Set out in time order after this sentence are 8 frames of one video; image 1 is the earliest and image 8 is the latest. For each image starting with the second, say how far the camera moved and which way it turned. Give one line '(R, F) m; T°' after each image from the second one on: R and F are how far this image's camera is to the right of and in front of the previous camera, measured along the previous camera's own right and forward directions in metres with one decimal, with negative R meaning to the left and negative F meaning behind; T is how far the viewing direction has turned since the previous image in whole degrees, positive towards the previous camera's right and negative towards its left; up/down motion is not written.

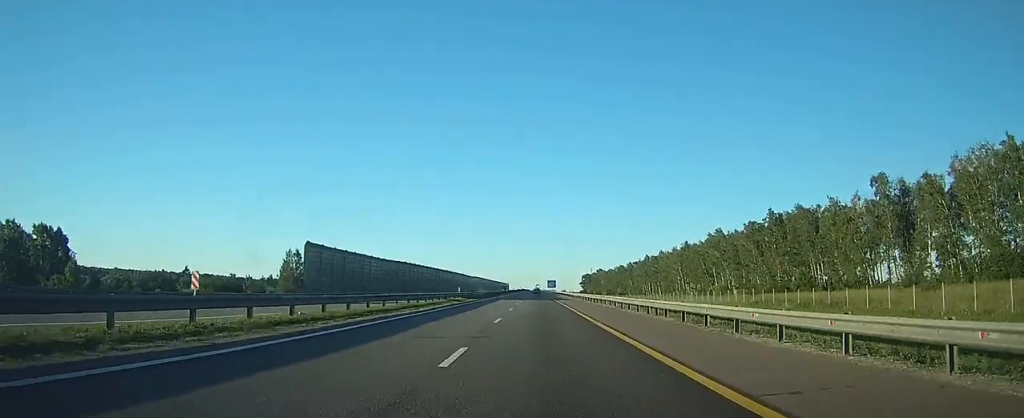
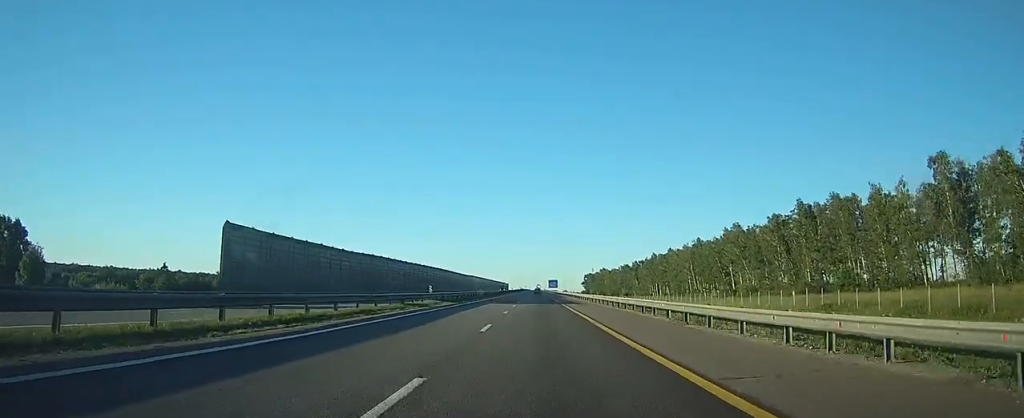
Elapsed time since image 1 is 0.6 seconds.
(+0.1, +16.5) m; 0°
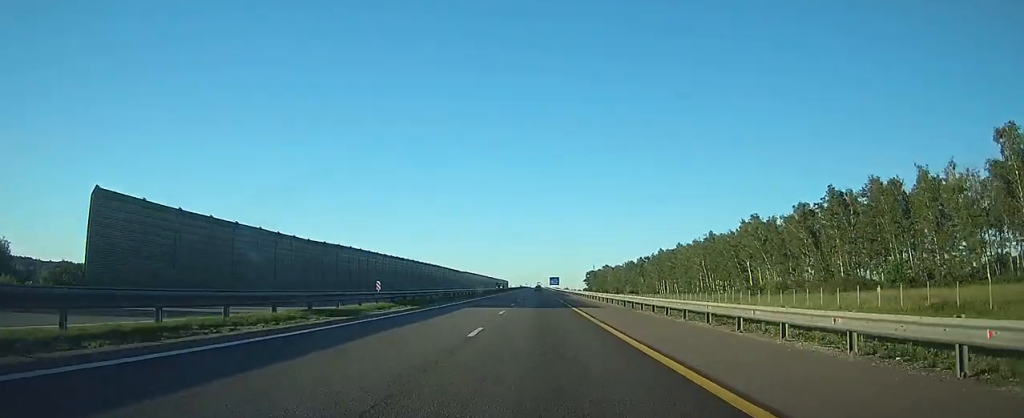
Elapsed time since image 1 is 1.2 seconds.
(0.0, +14.8) m; 0°
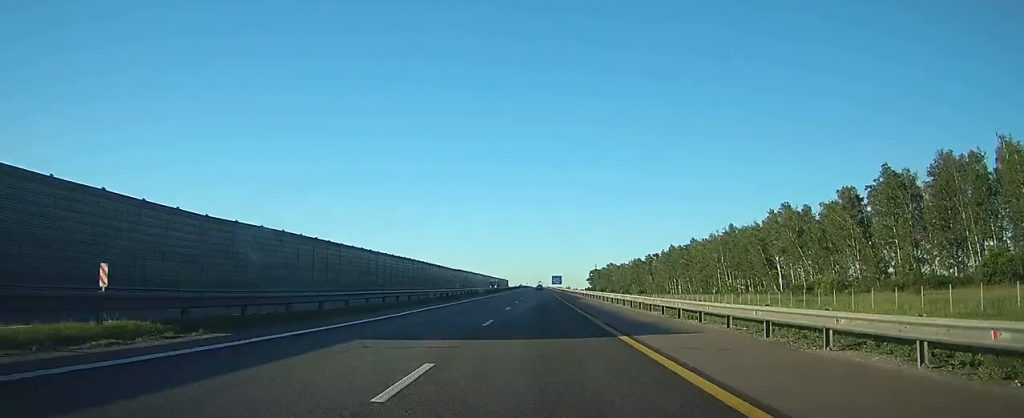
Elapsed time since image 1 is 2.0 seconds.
(0.0, +20.1) m; 0°
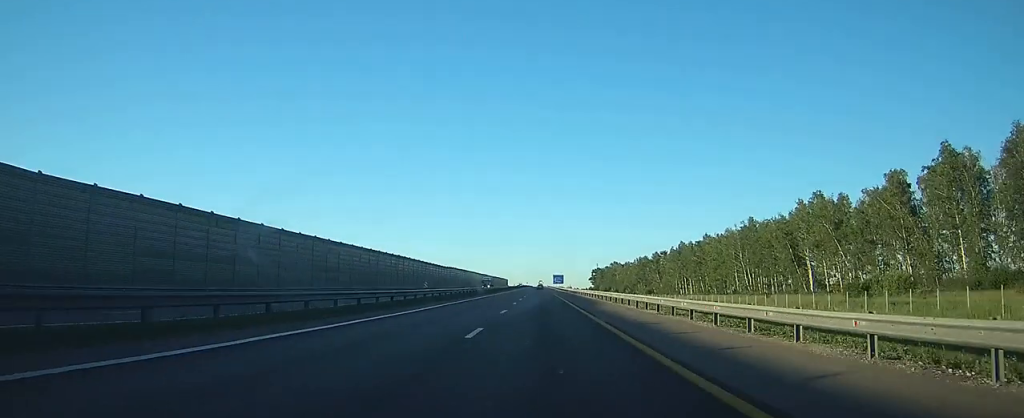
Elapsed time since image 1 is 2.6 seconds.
(0.0, +16.6) m; 0°
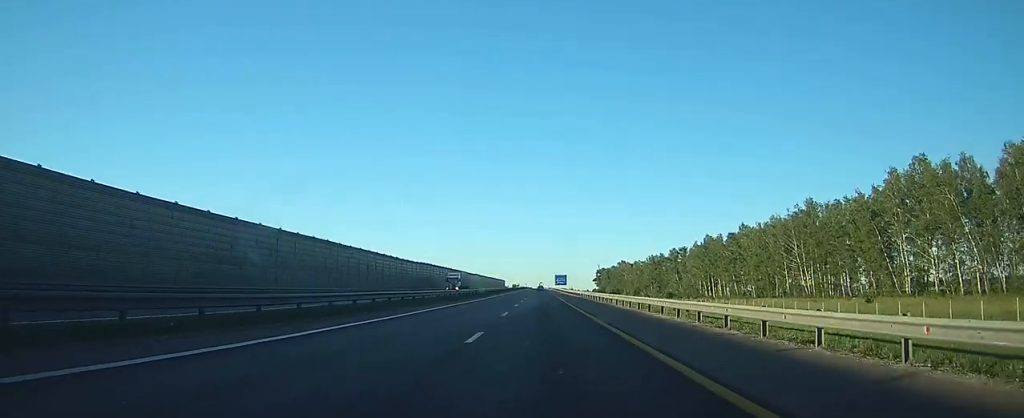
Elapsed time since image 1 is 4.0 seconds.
(0.0, +36.8) m; 0°
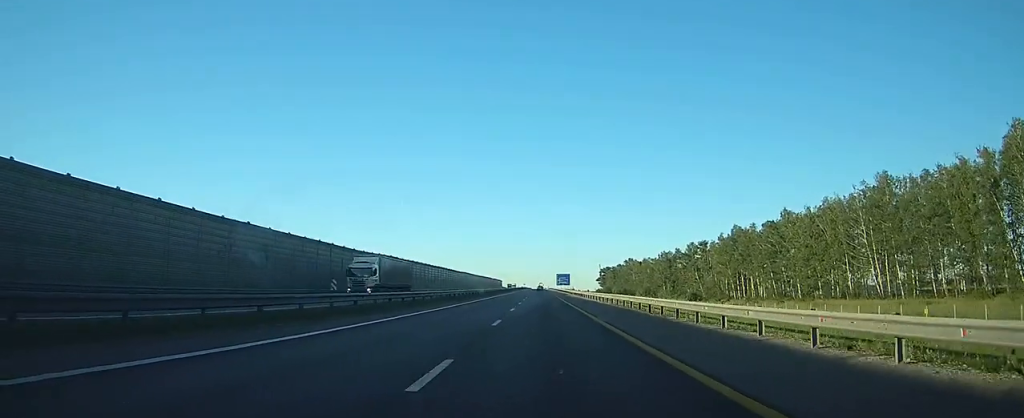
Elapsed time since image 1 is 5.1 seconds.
(0.0, +29.9) m; 0°
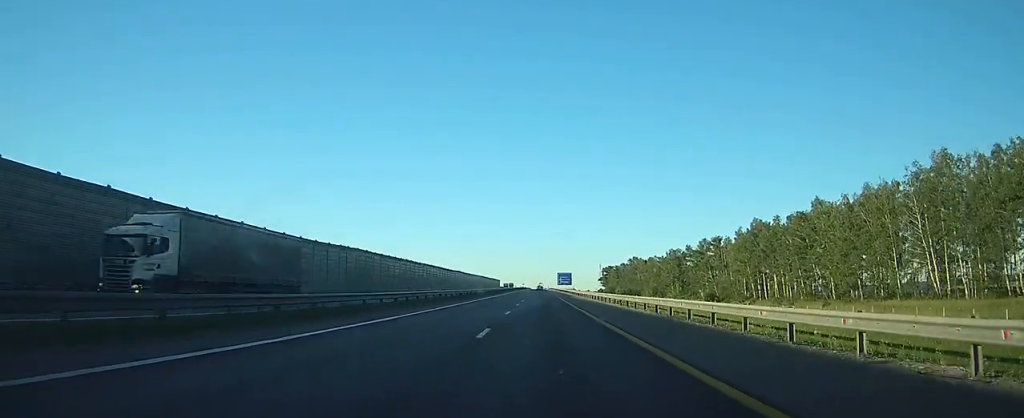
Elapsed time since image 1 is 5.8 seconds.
(0.0, +16.7) m; 0°
